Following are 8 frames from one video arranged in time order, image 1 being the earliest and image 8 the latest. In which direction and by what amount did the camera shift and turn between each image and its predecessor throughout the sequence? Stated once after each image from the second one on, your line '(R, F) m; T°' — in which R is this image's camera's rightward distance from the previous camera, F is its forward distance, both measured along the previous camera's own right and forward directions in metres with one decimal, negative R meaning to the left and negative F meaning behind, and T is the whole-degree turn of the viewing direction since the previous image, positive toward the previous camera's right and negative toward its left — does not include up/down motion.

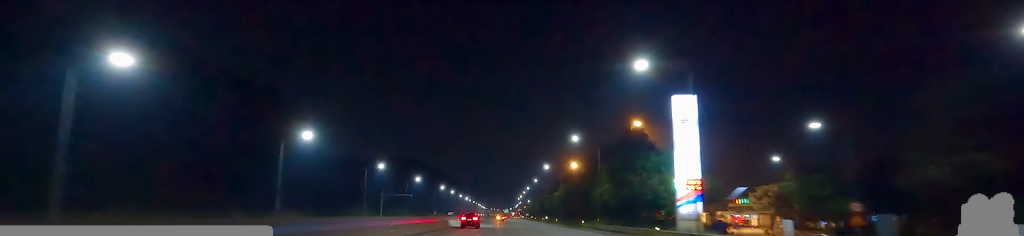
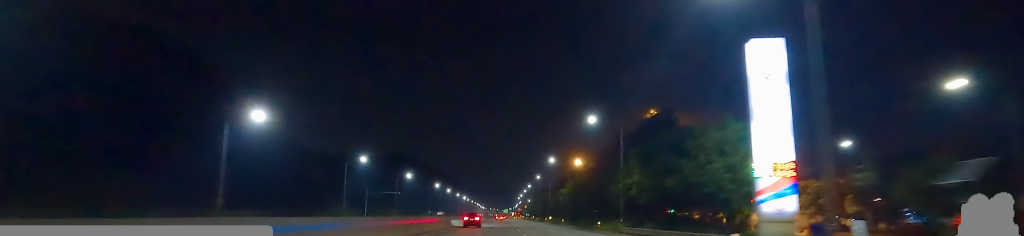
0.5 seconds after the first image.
(-0.1, +14.6) m; 0°
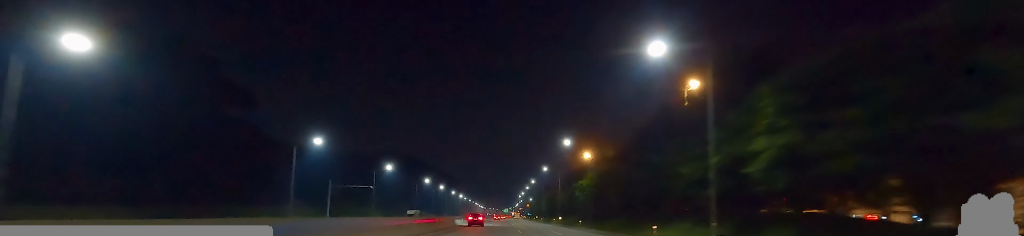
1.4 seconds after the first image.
(-0.1, +25.4) m; 0°
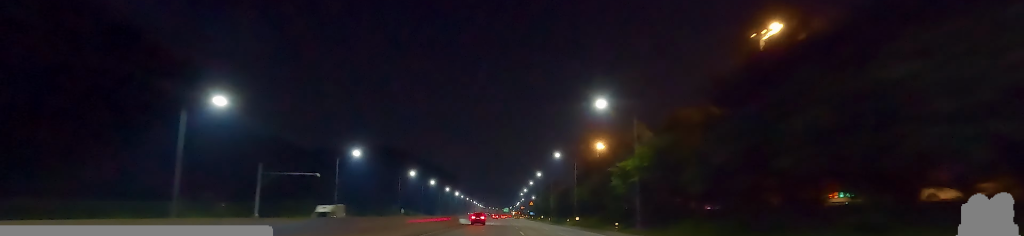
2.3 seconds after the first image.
(0.0, +27.3) m; 0°
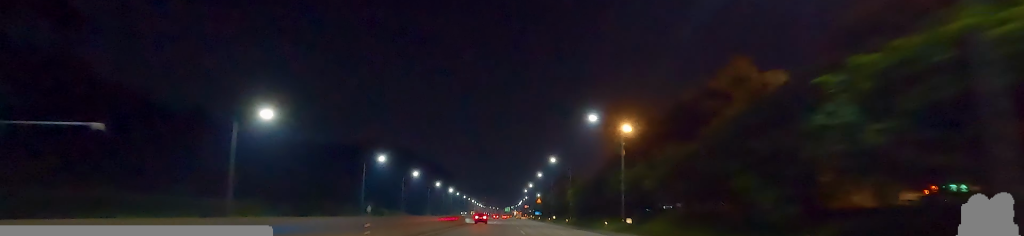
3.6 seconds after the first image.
(+0.1, +36.9) m; 0°
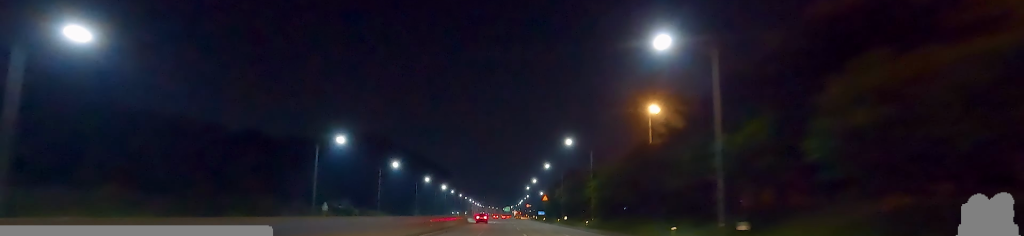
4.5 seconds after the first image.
(-0.1, +26.2) m; 0°
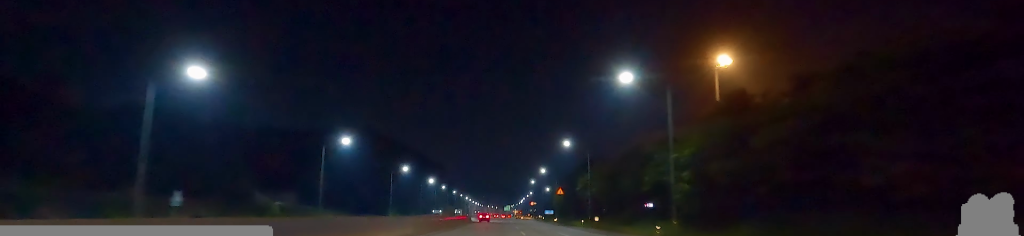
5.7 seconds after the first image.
(0.0, +36.6) m; 0°
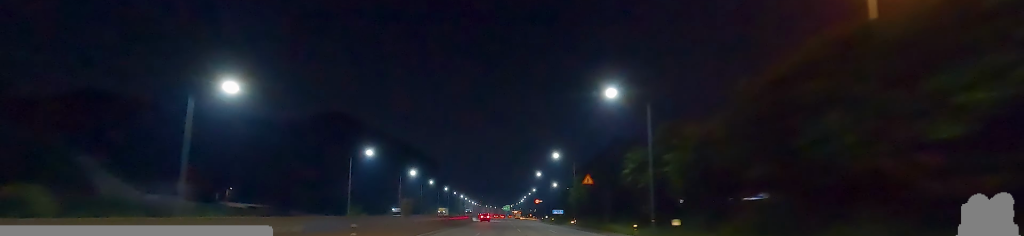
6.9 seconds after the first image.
(+0.1, +33.7) m; 0°
